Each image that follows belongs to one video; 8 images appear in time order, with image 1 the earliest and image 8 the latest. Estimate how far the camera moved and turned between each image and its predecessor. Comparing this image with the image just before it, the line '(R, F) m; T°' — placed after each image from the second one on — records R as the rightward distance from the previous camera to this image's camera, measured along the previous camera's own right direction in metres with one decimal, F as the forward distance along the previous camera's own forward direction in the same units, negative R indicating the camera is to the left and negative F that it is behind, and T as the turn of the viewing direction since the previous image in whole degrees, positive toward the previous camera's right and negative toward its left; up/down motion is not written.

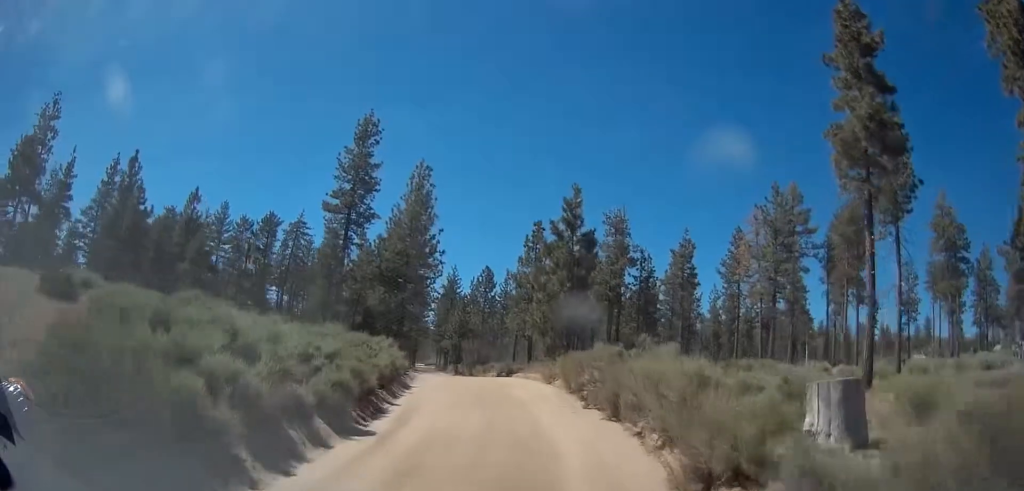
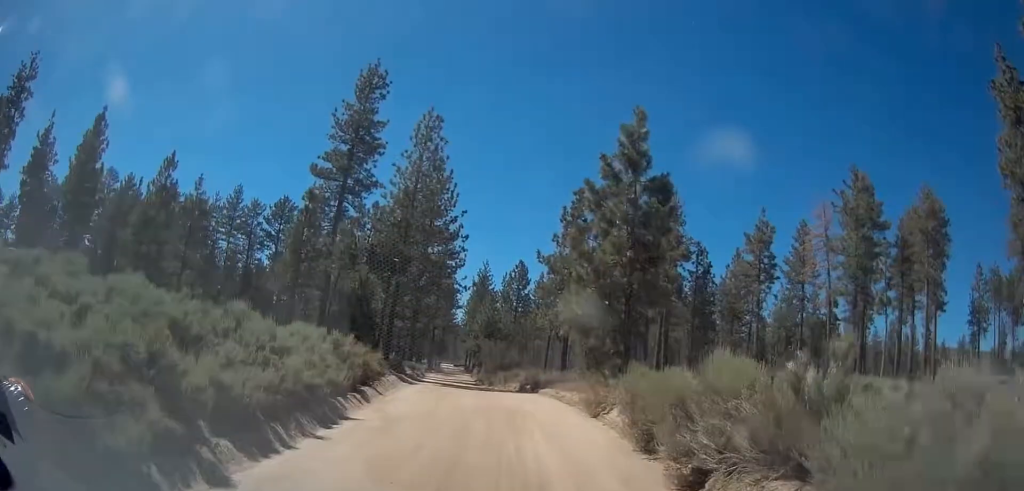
(+0.6, +10.1) m; +2°
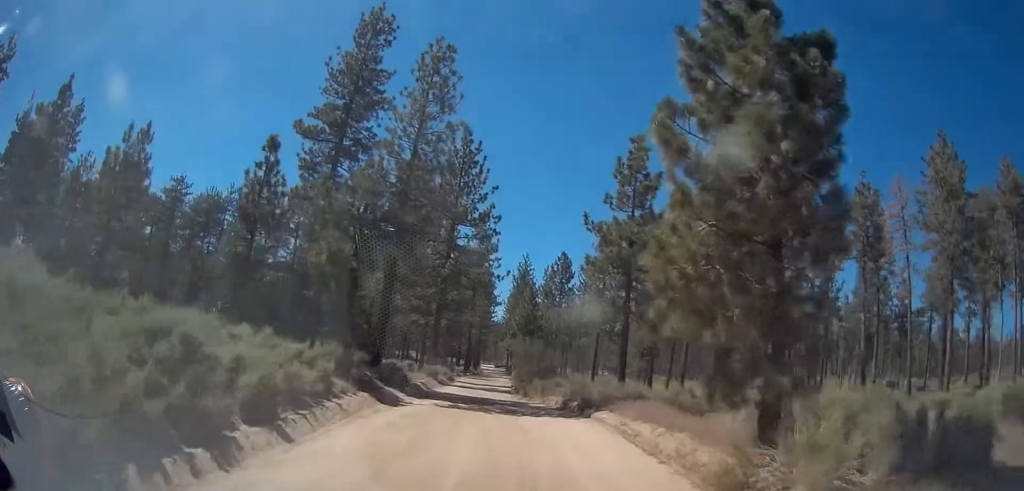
(-0.7, +8.7) m; -12°
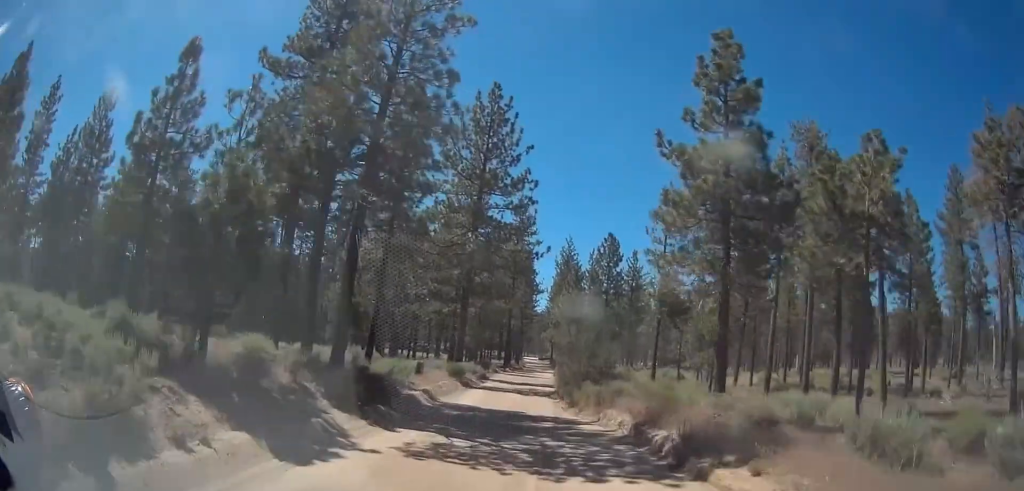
(-0.6, +8.8) m; -1°
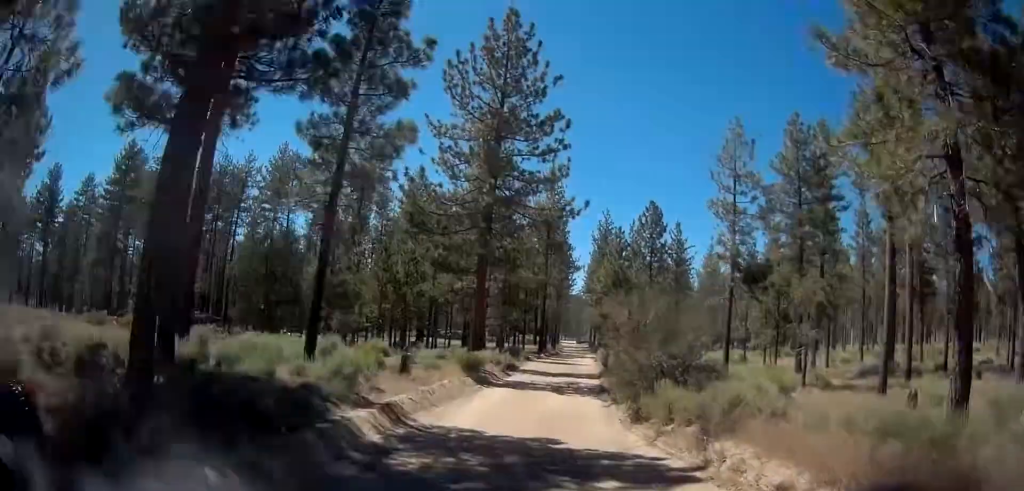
(+0.3, +8.8) m; 0°
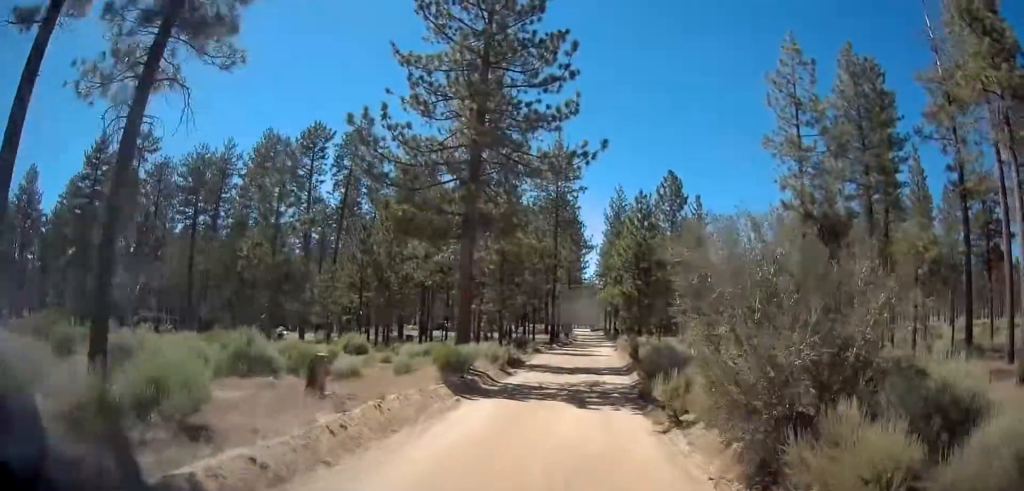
(-0.4, +8.1) m; -5°
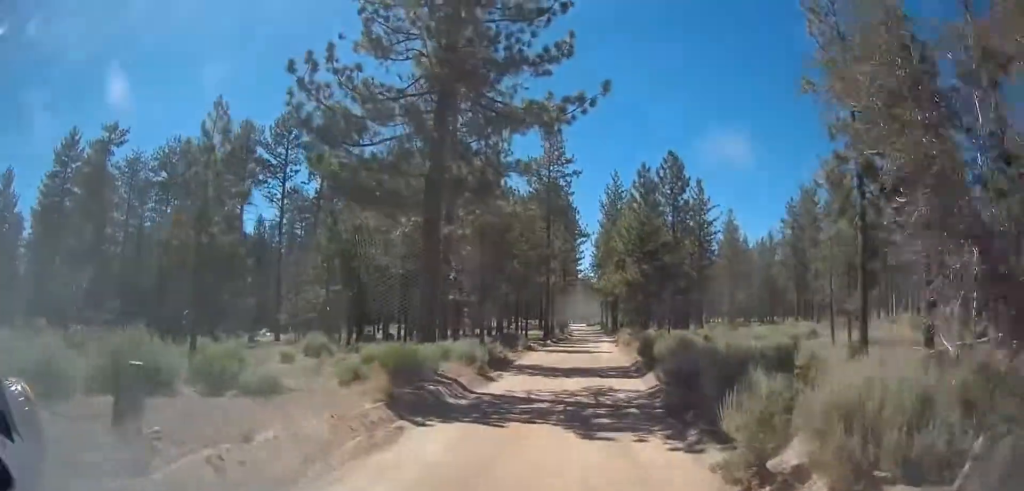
(-0.1, +5.4) m; +1°
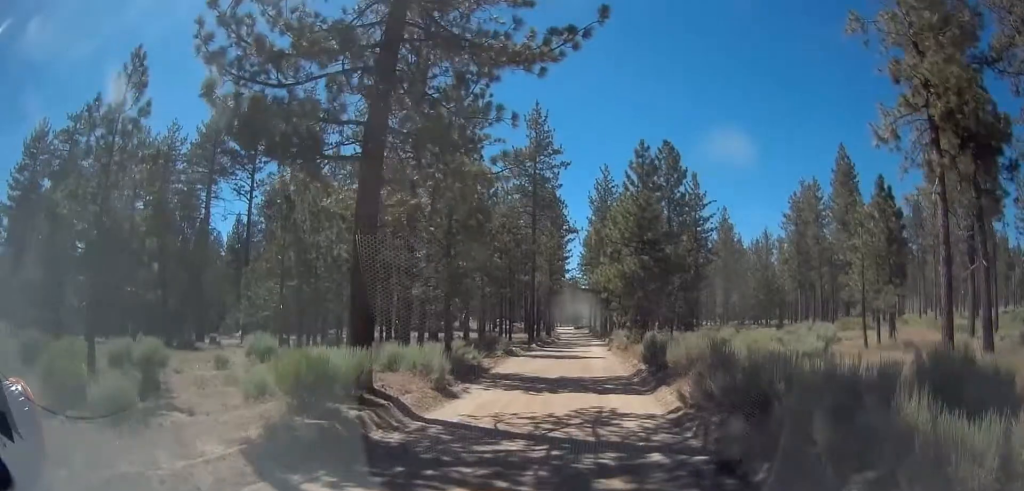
(-0.1, +5.0) m; +3°
